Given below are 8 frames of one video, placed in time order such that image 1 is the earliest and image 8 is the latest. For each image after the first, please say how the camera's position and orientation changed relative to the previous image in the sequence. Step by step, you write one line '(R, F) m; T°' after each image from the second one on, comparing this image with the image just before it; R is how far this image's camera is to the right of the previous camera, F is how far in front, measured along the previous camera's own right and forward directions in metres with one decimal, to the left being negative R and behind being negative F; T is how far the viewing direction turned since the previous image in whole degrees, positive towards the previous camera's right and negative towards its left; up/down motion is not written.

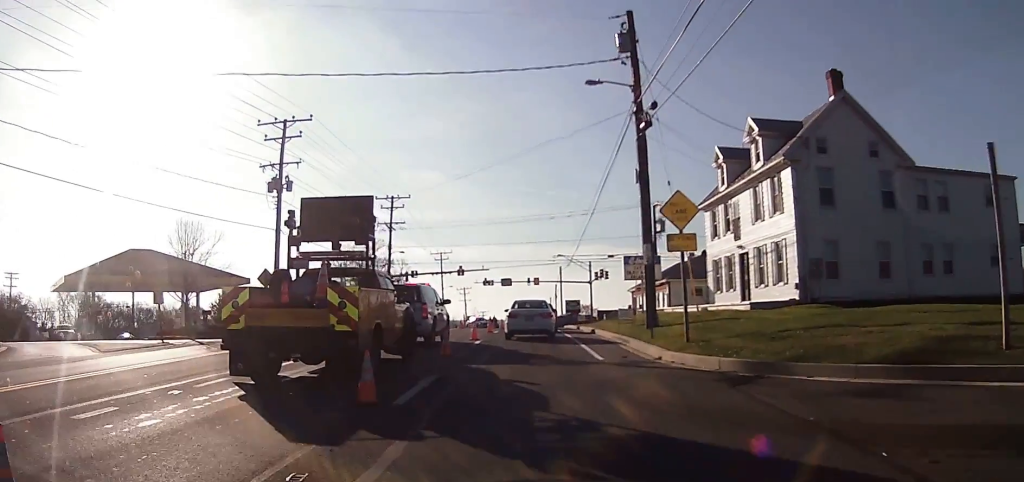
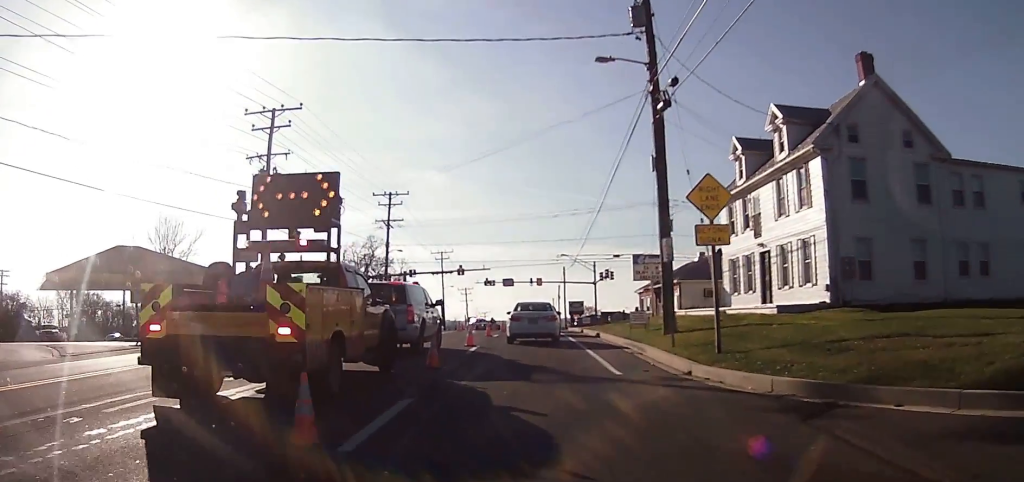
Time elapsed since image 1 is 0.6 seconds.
(+0.1, +2.7) m; 0°
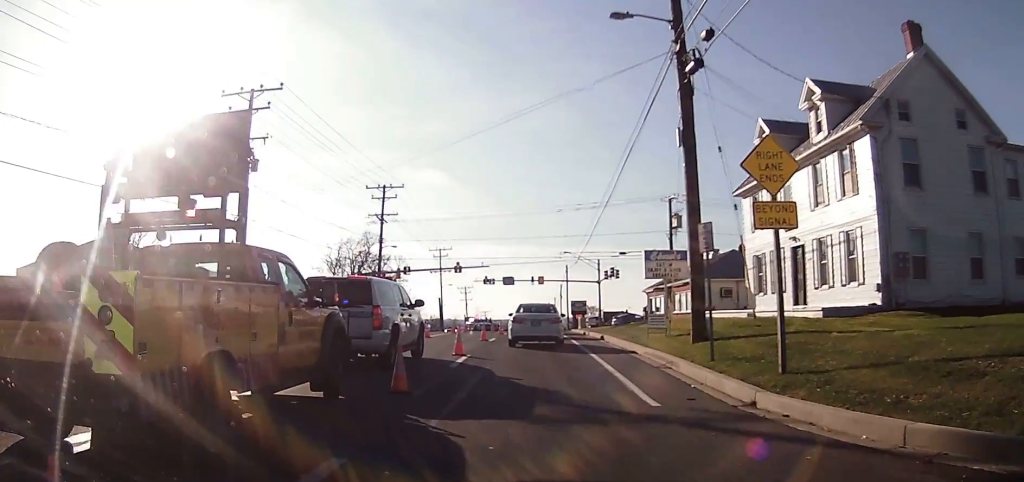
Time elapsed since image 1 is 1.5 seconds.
(-0.3, +3.6) m; +1°
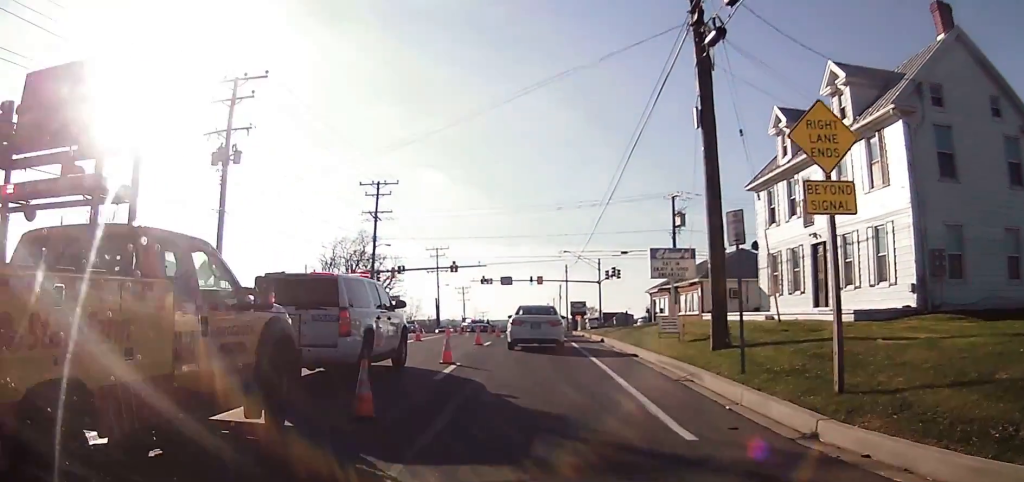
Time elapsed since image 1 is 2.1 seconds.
(+0.2, +2.0) m; +3°
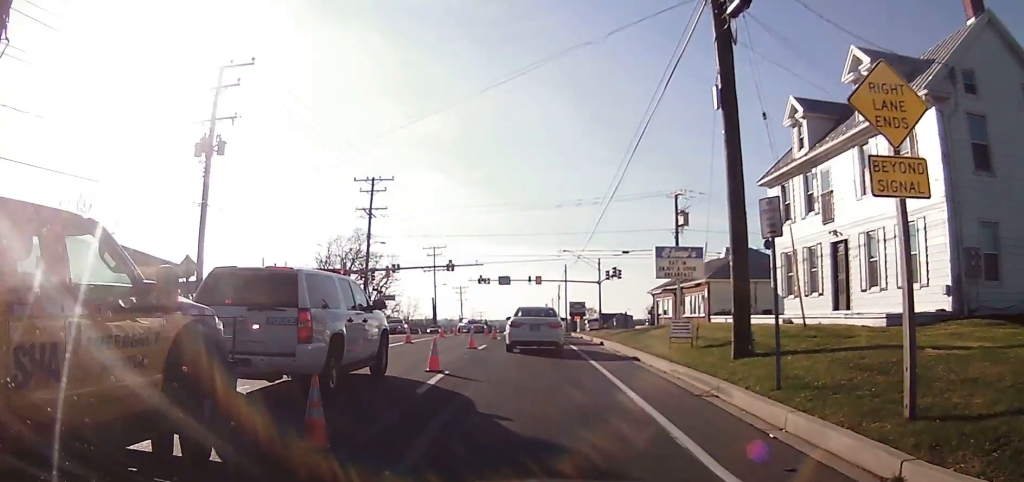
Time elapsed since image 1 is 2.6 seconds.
(+0.1, +1.8) m; +2°
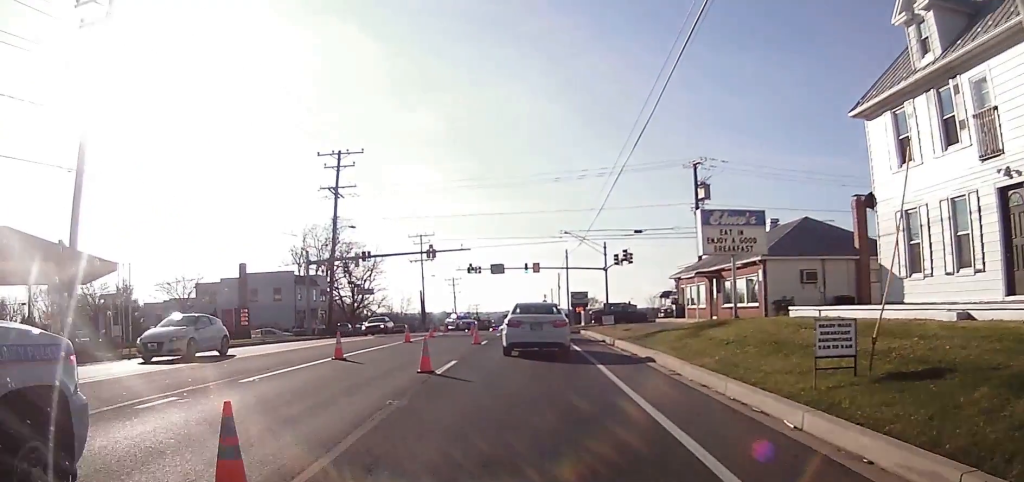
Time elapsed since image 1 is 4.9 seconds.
(0.0, +9.6) m; 0°
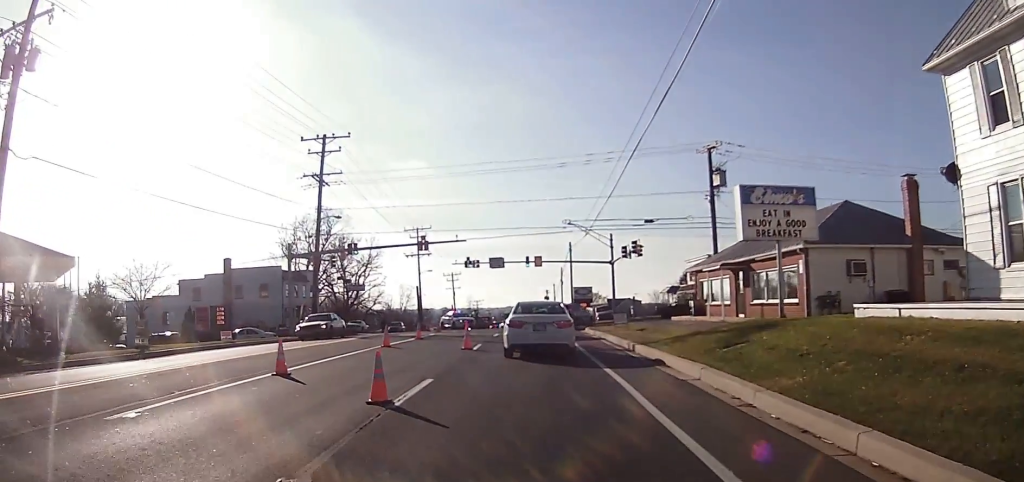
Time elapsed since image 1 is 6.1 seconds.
(0.0, +4.6) m; 0°
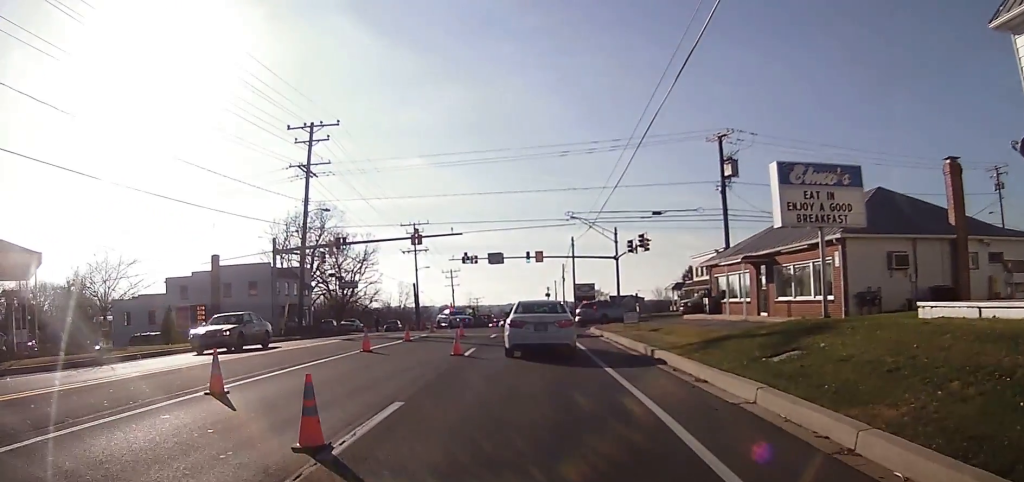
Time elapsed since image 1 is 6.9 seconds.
(0.0, +3.2) m; 0°
